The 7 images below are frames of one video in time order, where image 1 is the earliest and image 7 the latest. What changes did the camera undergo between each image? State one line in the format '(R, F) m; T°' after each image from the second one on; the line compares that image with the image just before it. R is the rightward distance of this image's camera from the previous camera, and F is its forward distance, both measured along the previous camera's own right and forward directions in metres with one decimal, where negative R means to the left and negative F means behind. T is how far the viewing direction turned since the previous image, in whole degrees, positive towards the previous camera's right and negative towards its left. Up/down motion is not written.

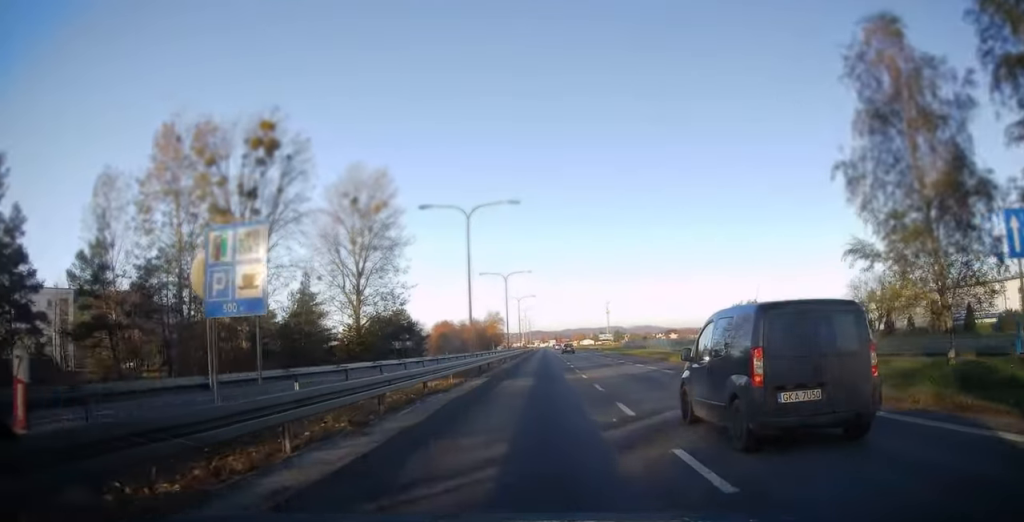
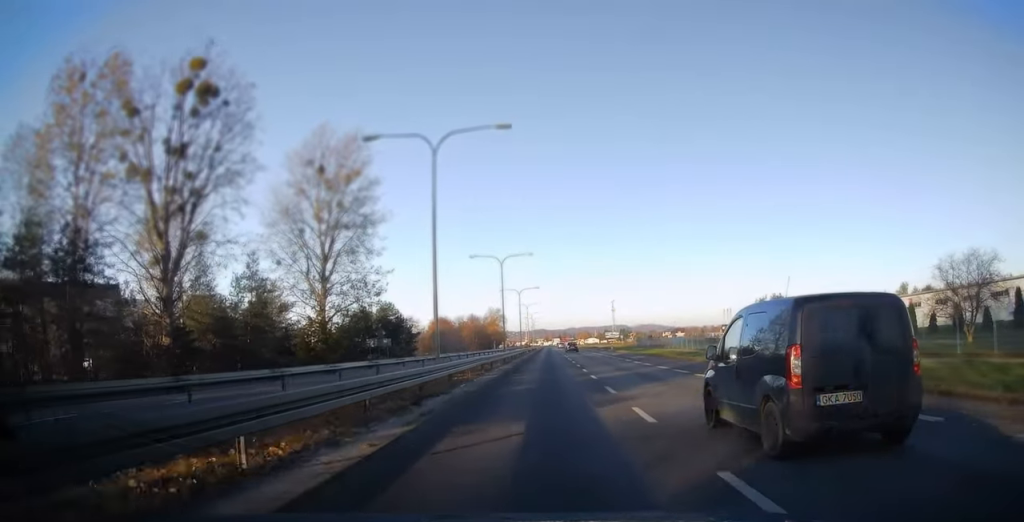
(0.0, +13.3) m; 0°
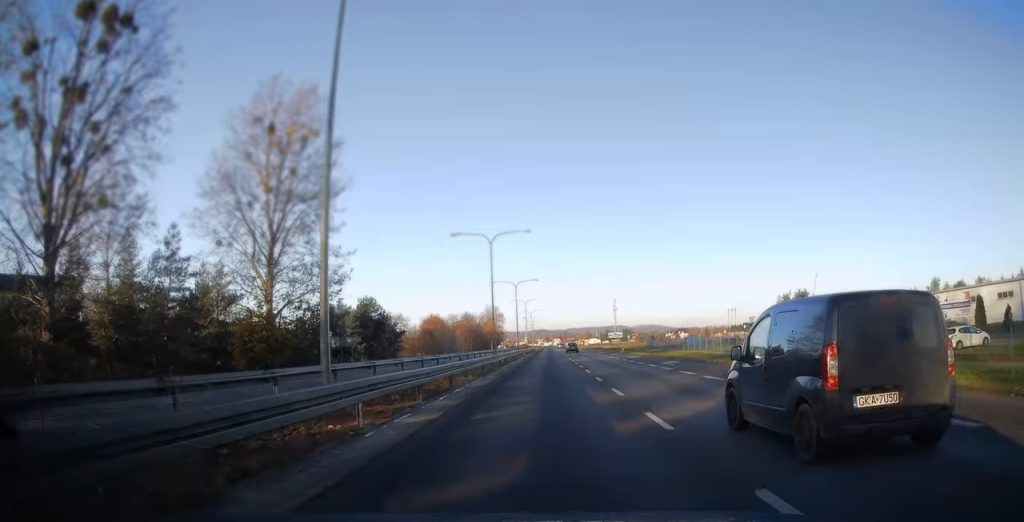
(+0.2, +12.7) m; 0°
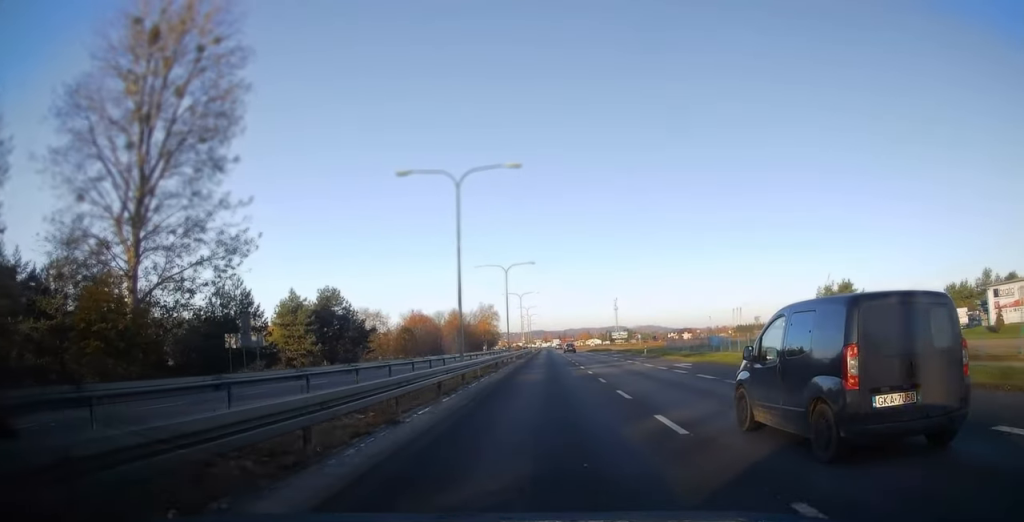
(-0.4, +18.3) m; -1°
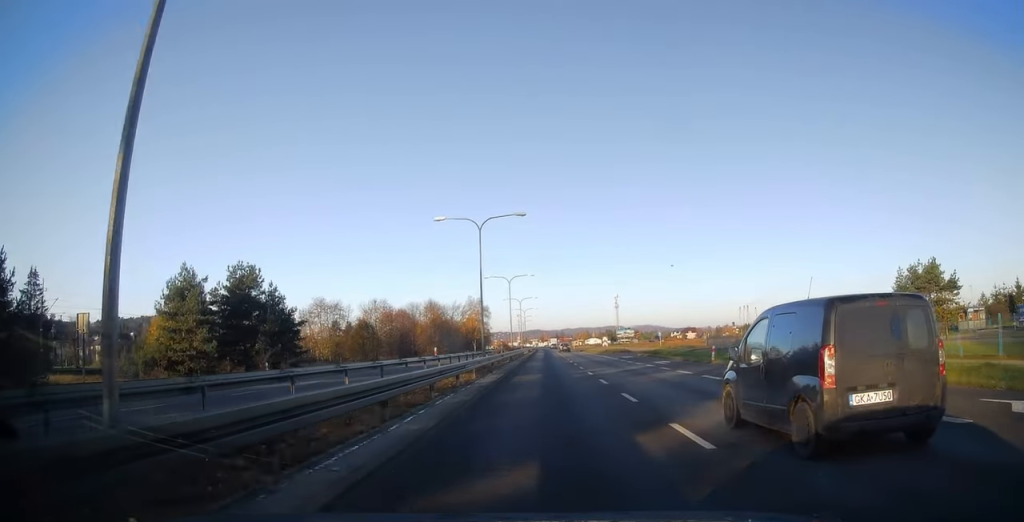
(+0.5, +25.1) m; +1°
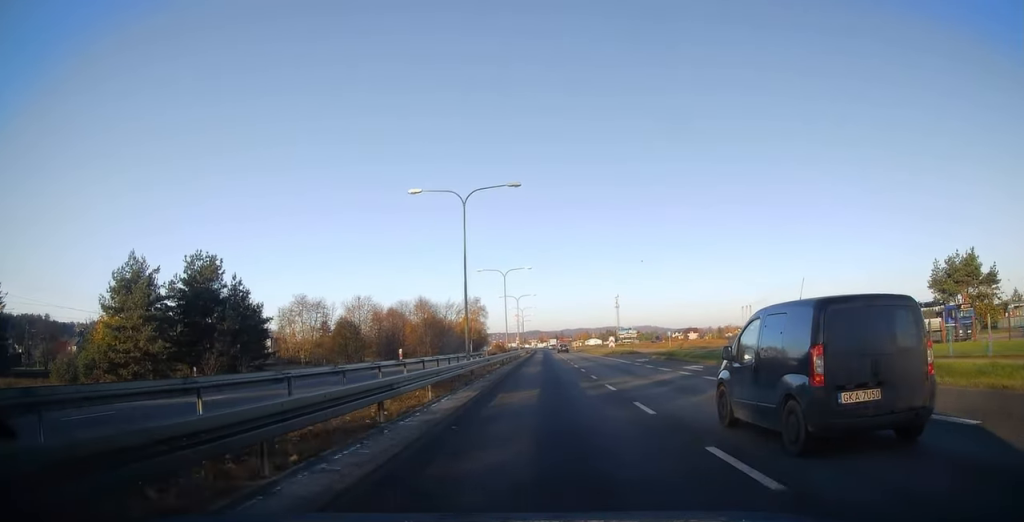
(+0.1, +8.2) m; 0°
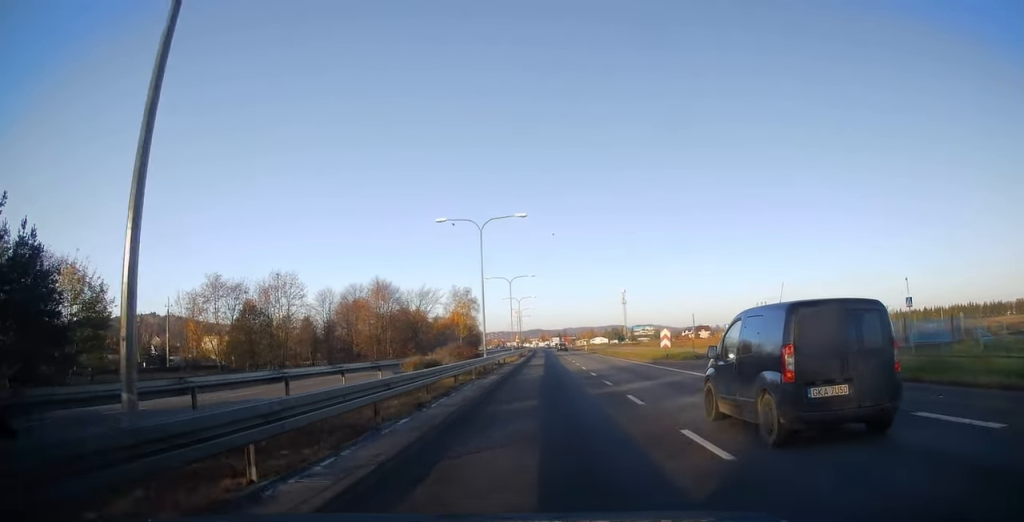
(0.0, +28.4) m; 0°
